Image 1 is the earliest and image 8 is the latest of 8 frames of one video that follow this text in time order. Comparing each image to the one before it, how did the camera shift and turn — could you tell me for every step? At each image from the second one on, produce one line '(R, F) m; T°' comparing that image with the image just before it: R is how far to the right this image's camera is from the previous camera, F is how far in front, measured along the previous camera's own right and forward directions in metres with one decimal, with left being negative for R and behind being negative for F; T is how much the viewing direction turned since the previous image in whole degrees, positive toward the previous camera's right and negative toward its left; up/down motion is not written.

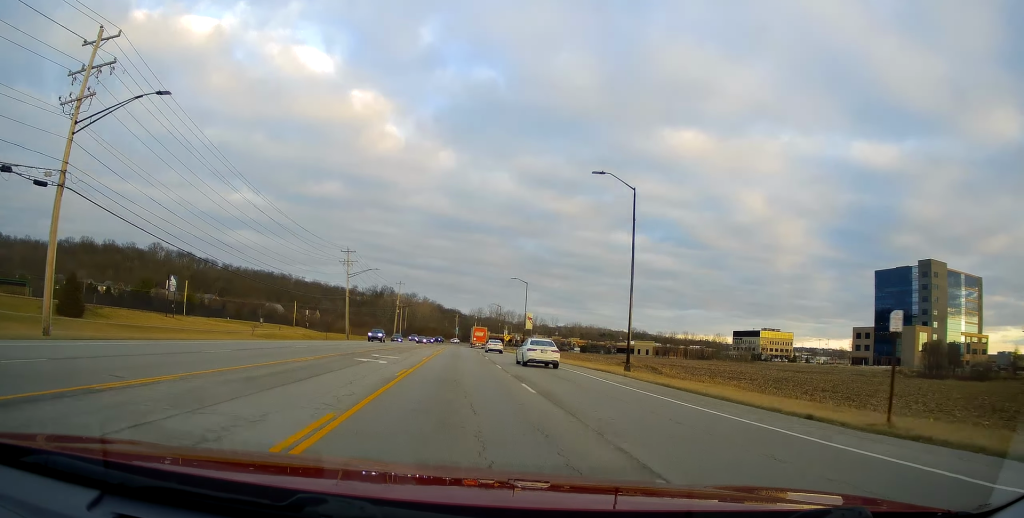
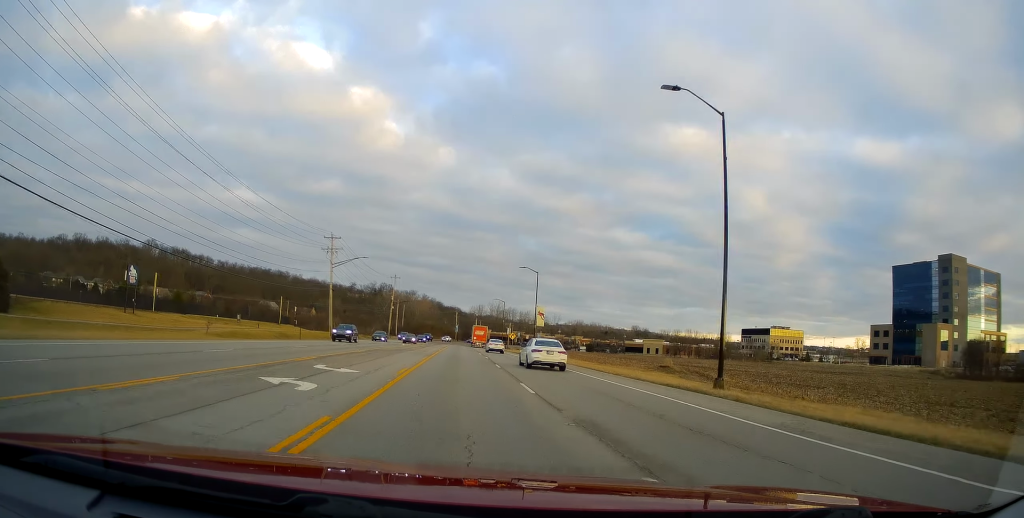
(0.0, +11.9) m; 0°
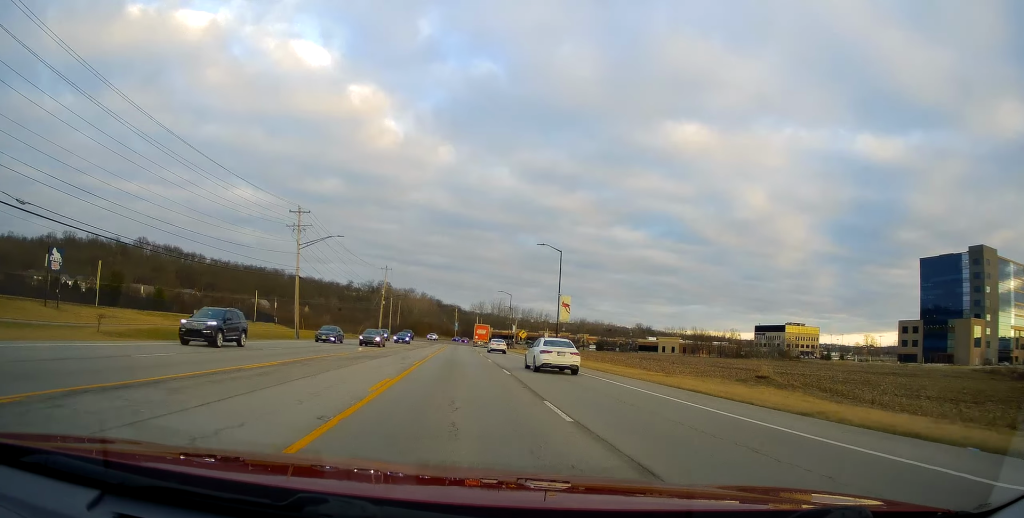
(0.0, +17.1) m; 0°
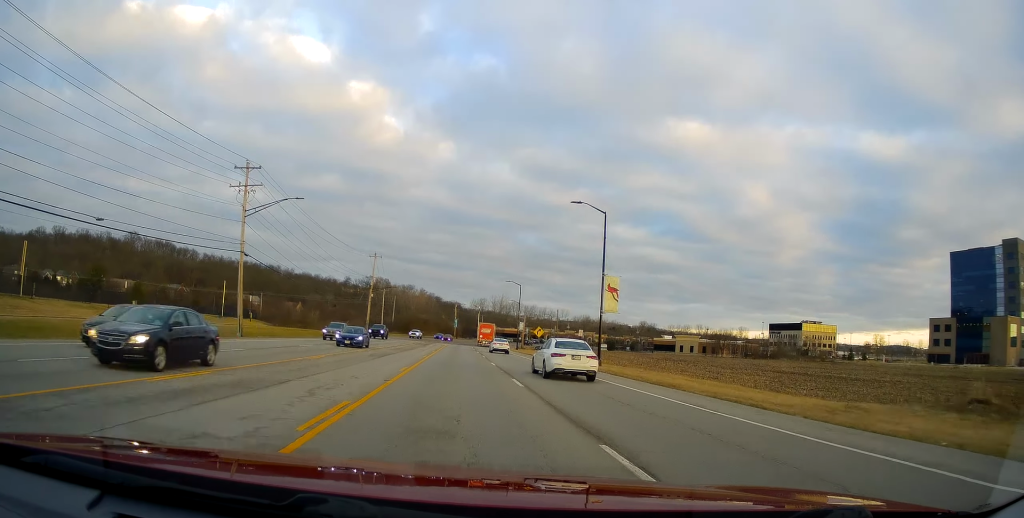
(0.0, +17.1) m; -1°
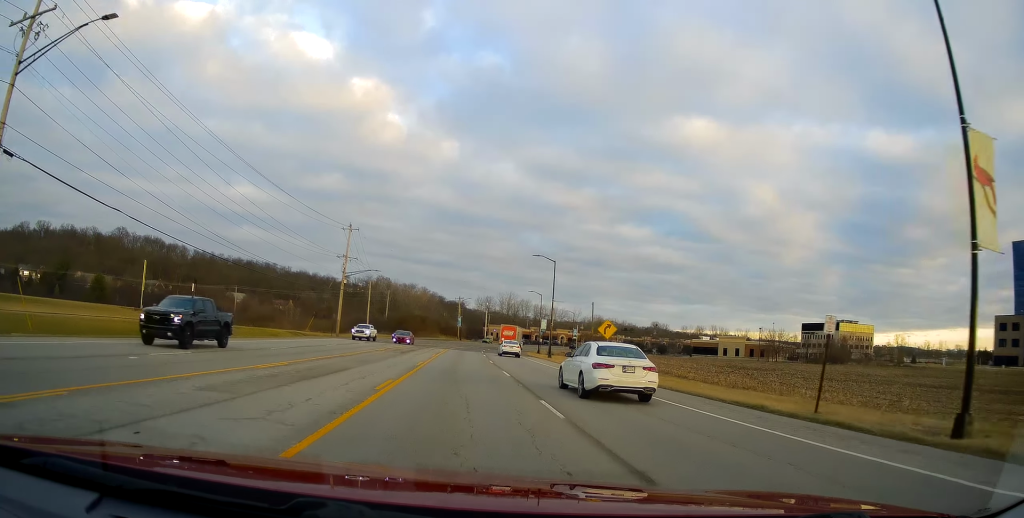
(-0.1, +29.7) m; +1°
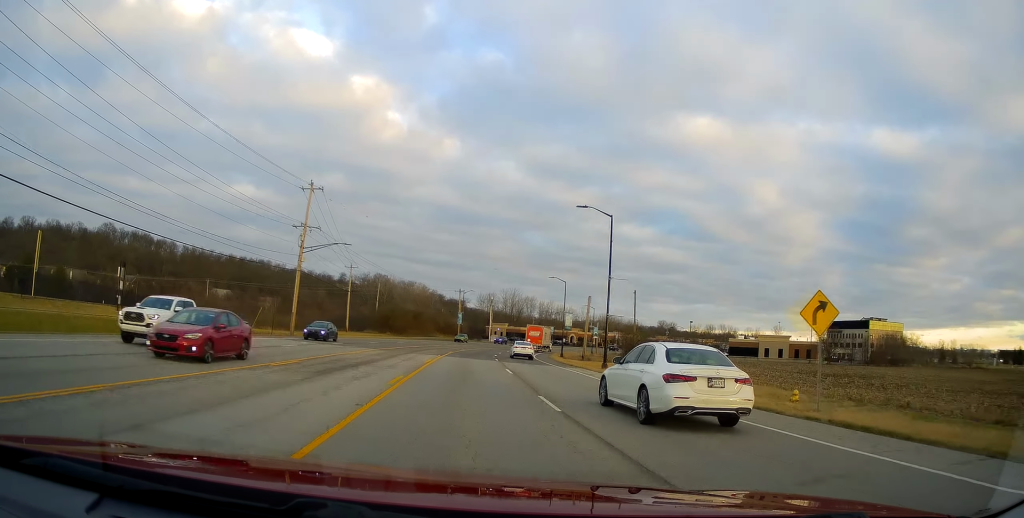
(+0.4, +23.3) m; -1°
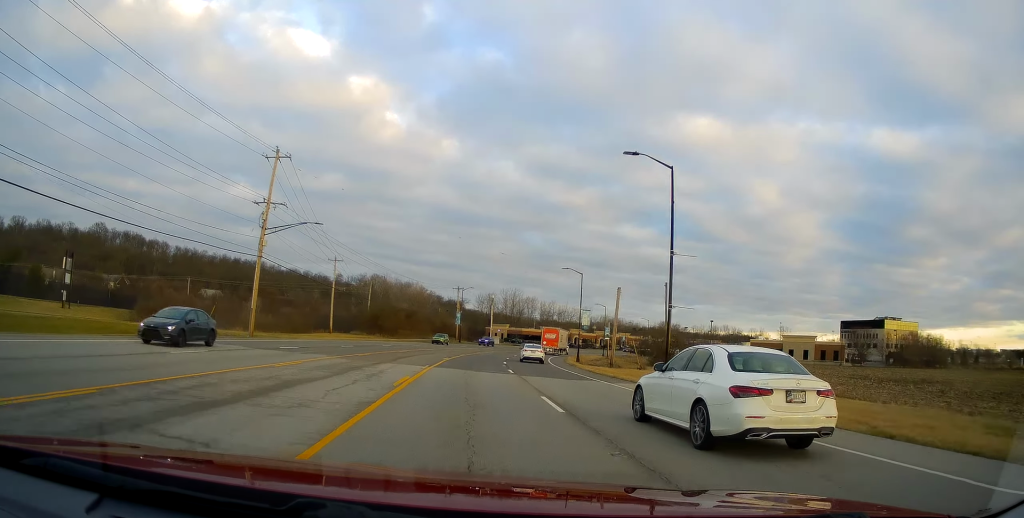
(-0.5, +12.1) m; -1°
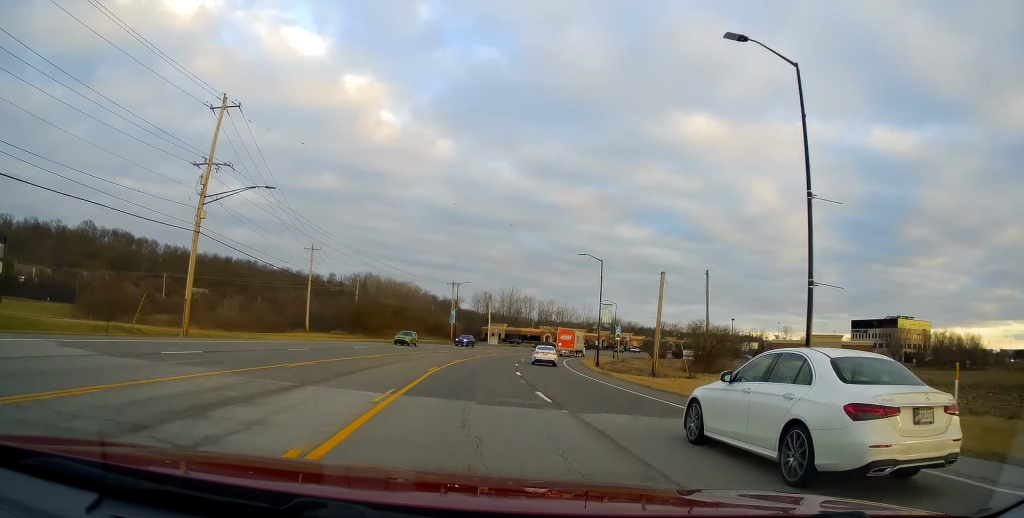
(0.0, +12.0) m; +1°
